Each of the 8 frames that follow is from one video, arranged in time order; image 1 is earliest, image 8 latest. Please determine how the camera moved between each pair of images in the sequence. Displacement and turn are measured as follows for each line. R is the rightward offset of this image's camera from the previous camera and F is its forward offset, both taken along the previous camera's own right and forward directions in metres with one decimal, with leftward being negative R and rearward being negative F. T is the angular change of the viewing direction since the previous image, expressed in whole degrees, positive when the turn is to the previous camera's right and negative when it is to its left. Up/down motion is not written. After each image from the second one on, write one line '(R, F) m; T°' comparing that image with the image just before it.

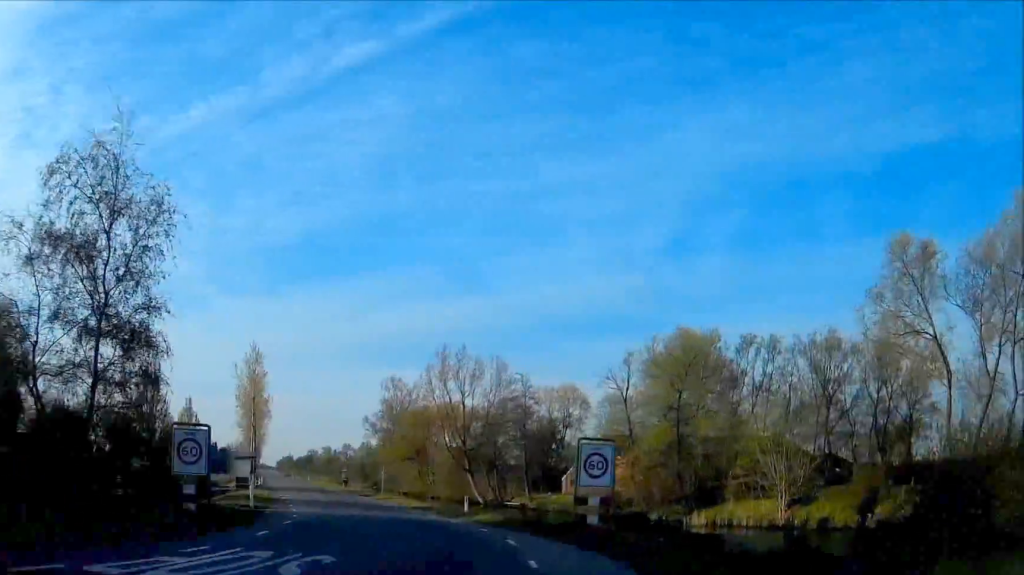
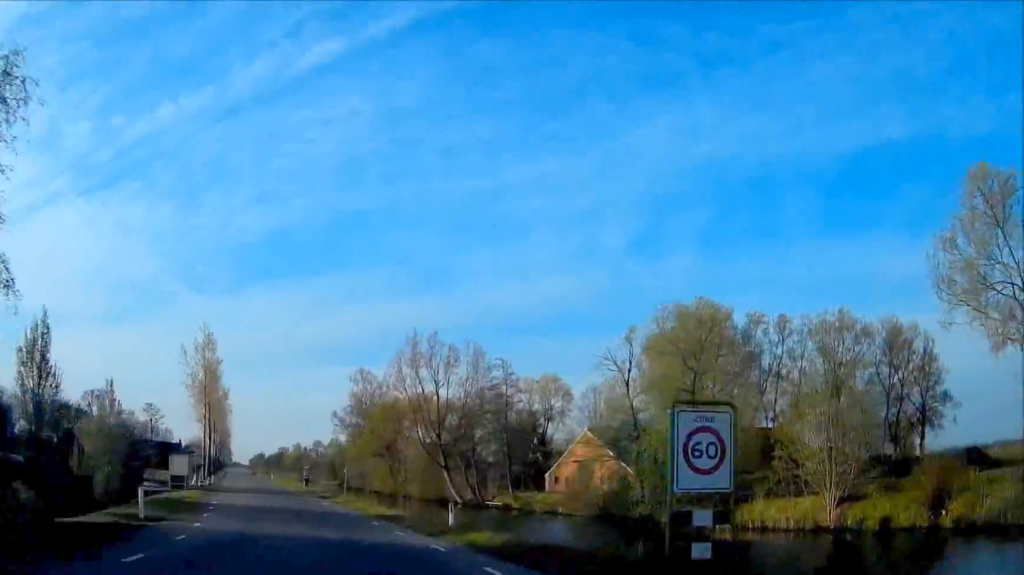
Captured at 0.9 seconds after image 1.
(+0.2, +9.1) m; -1°
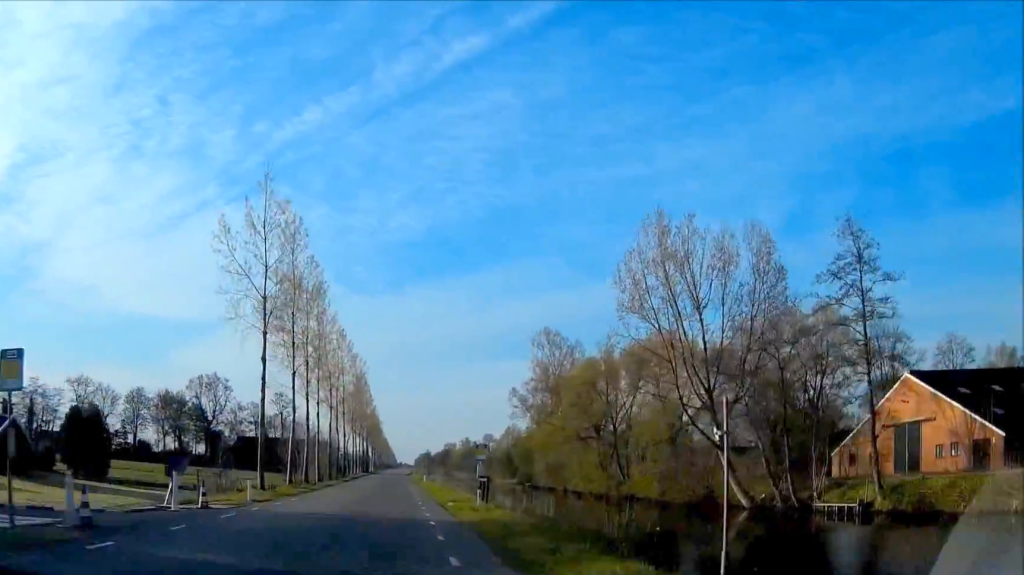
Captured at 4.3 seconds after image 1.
(-2.0, +40.8) m; -5°
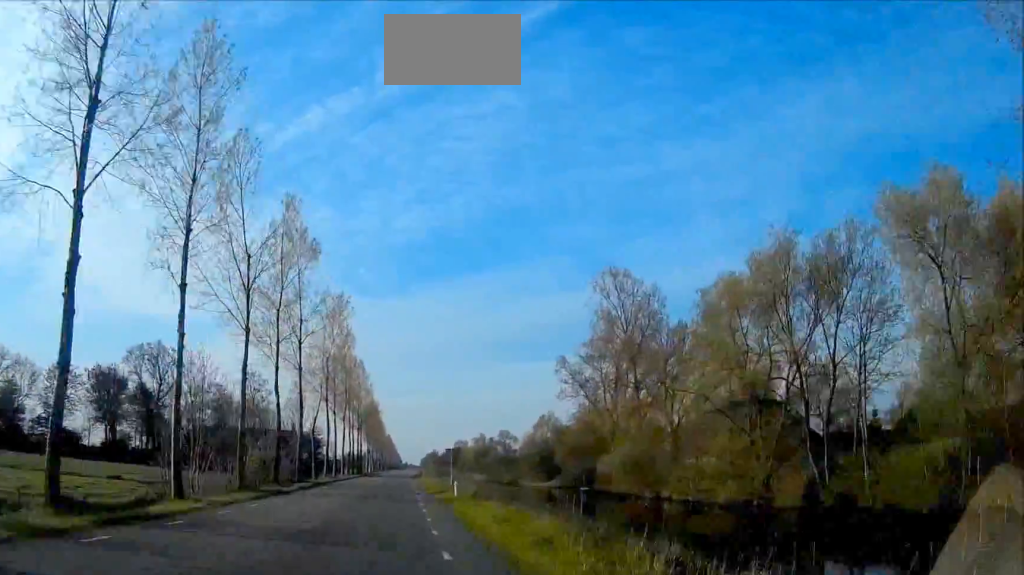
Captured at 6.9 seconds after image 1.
(-0.5, +40.2) m; -1°
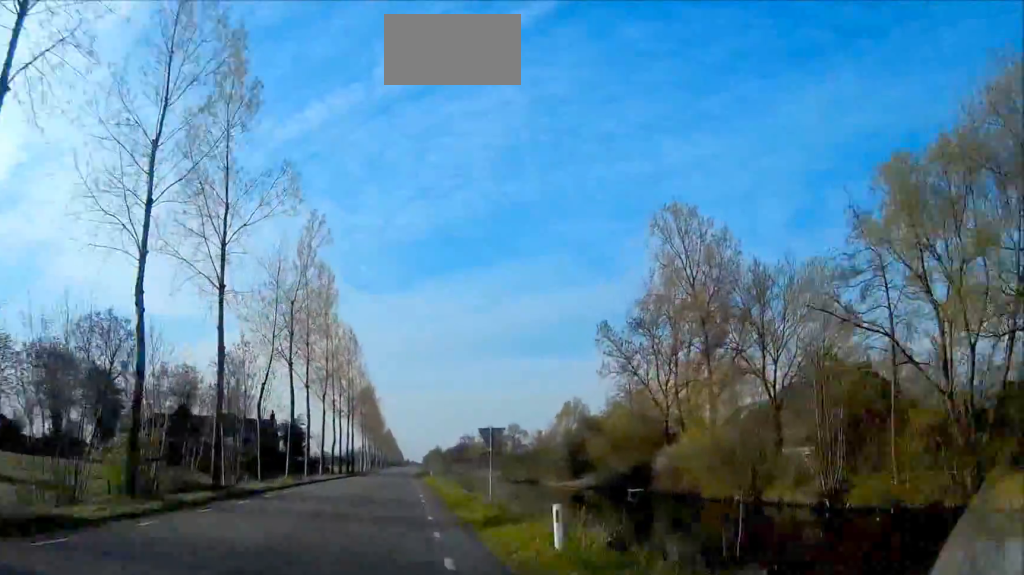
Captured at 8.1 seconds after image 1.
(0.0, +21.3) m; 0°
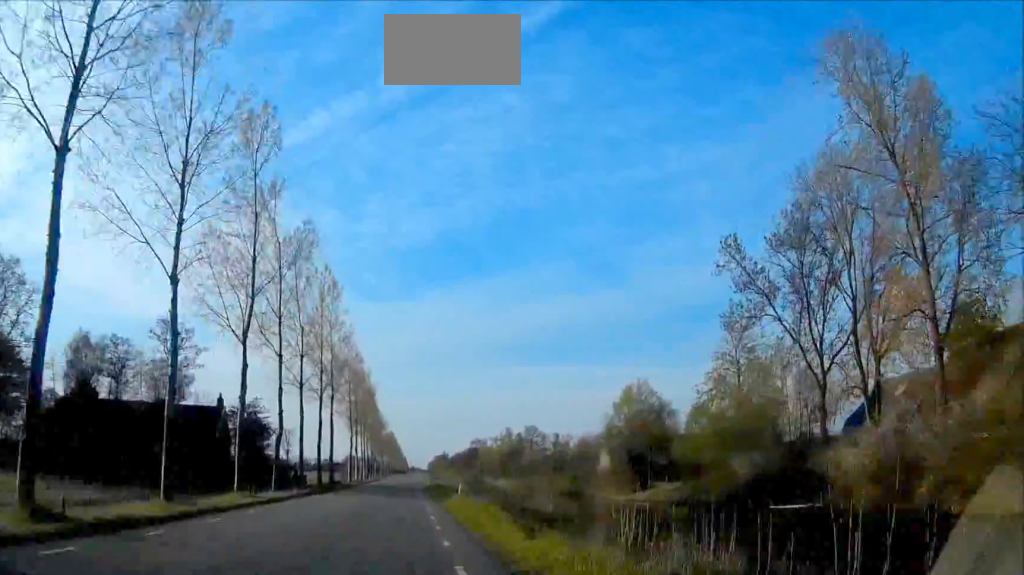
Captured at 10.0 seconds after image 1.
(-0.1, +32.8) m; 0°
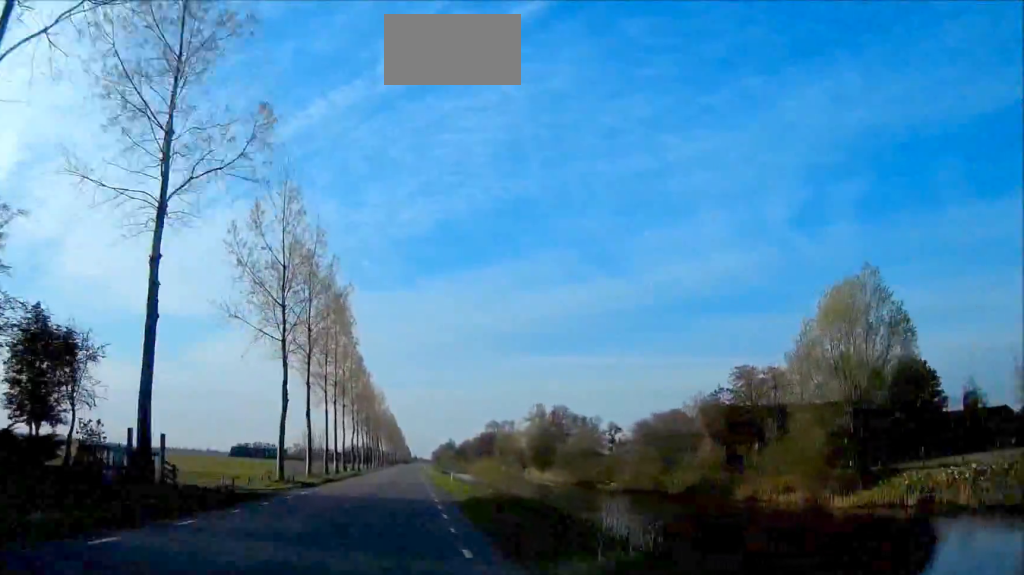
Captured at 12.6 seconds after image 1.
(-0.2, +47.0) m; 0°
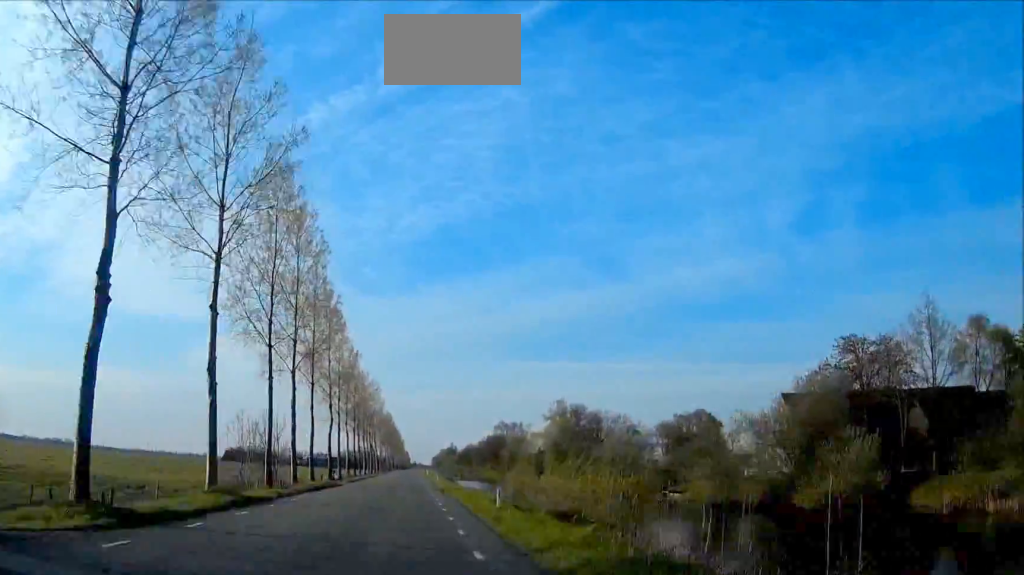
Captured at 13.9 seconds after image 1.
(0.0, +24.4) m; 0°
